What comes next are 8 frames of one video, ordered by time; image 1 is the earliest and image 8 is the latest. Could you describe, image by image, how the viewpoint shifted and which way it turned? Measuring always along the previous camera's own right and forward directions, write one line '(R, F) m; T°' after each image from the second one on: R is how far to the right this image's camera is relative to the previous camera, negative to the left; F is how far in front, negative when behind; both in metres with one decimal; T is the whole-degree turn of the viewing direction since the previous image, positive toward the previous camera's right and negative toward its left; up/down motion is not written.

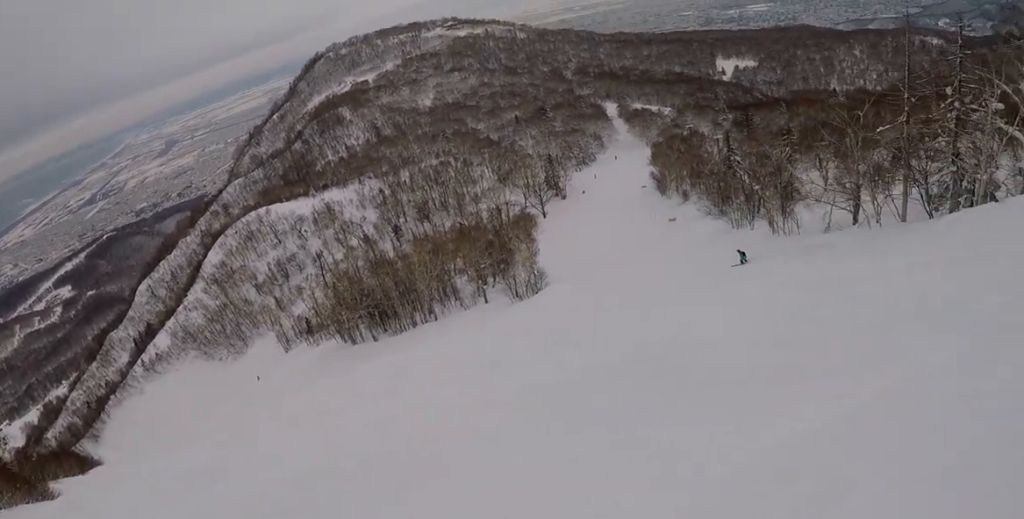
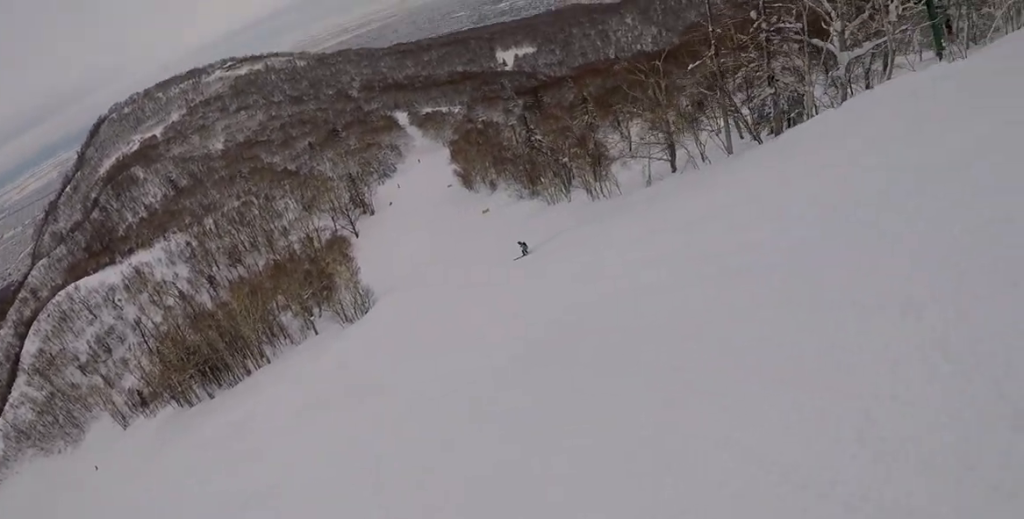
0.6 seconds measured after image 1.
(+0.5, +2.4) m; +24°
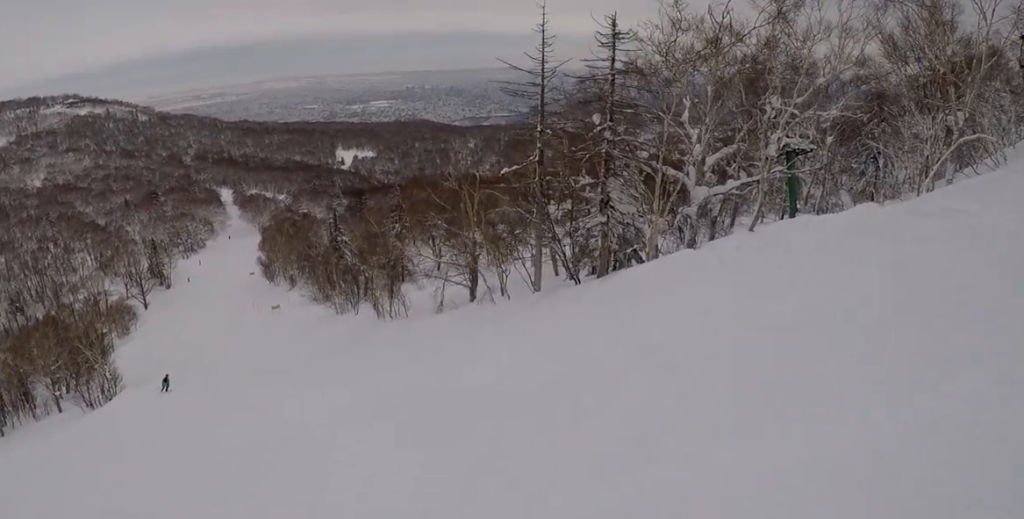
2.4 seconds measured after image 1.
(+3.7, +8.1) m; +30°
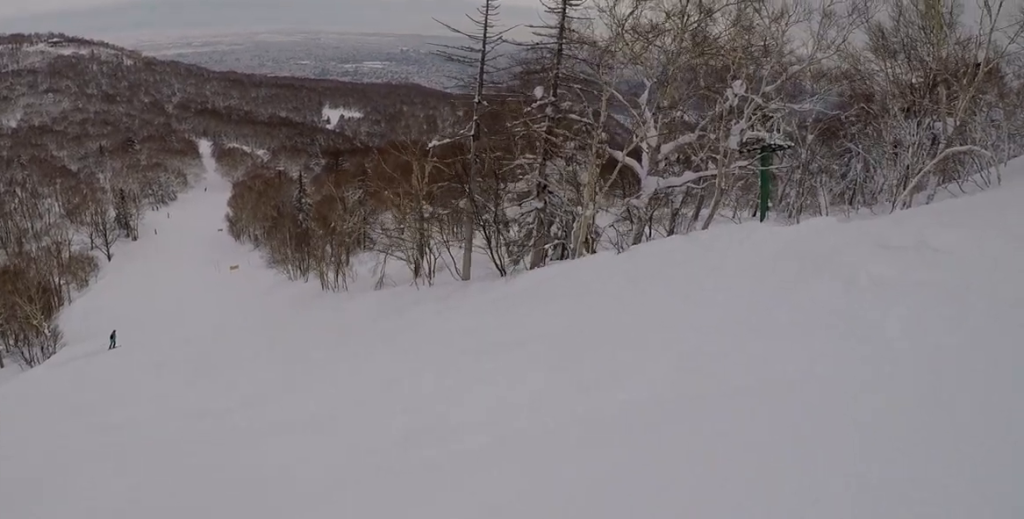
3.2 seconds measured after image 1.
(+0.6, +3.5) m; -11°
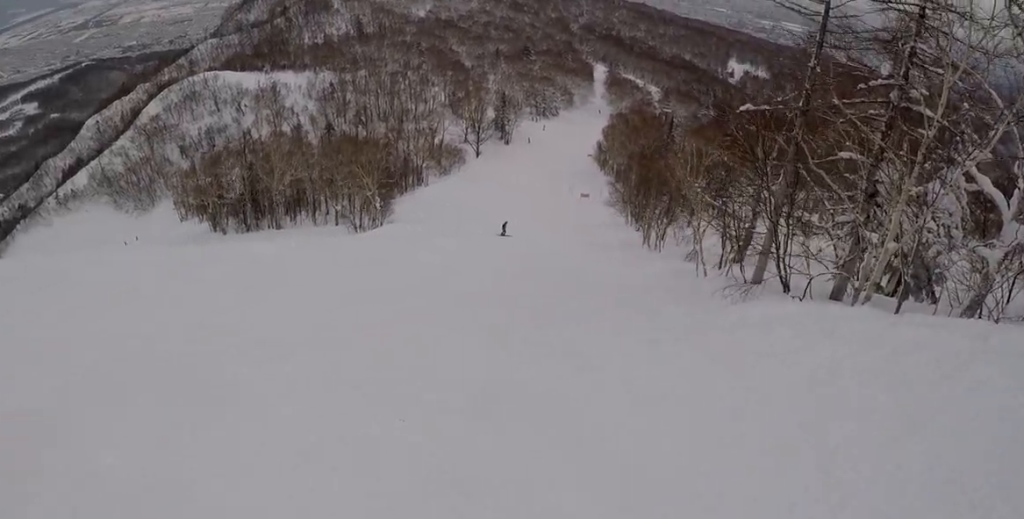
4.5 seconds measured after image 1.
(-2.5, +4.5) m; -61°
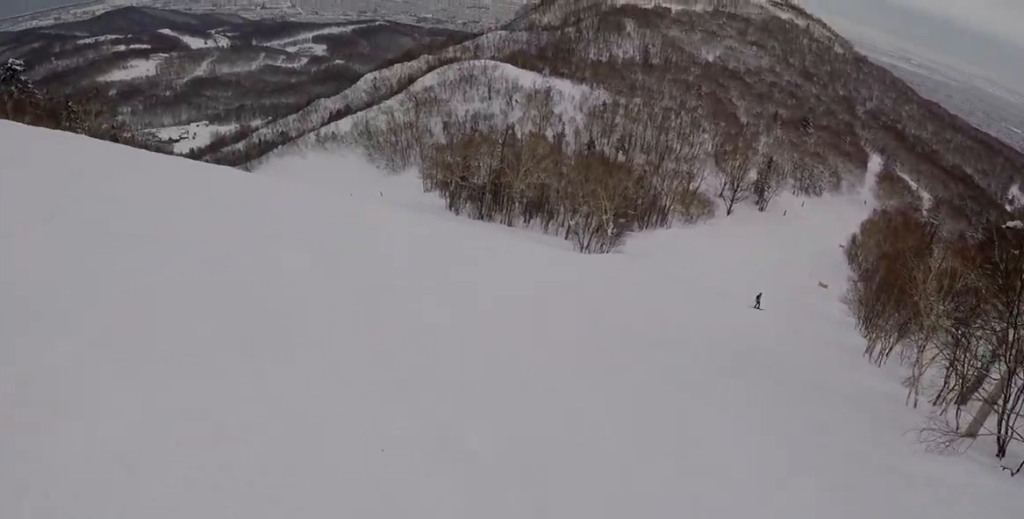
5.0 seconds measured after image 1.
(-0.5, +1.7) m; -21°
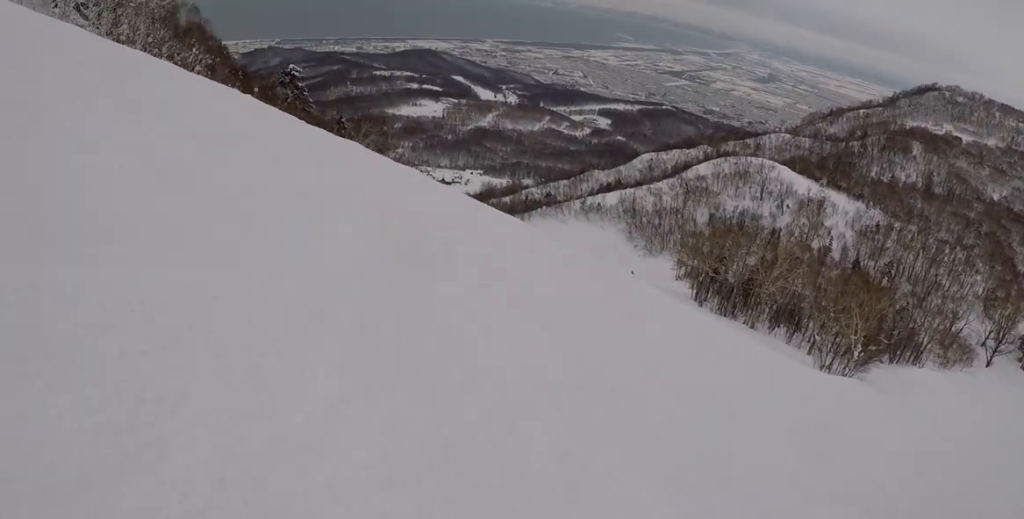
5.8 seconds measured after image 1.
(-1.1, +3.0) m; -26°
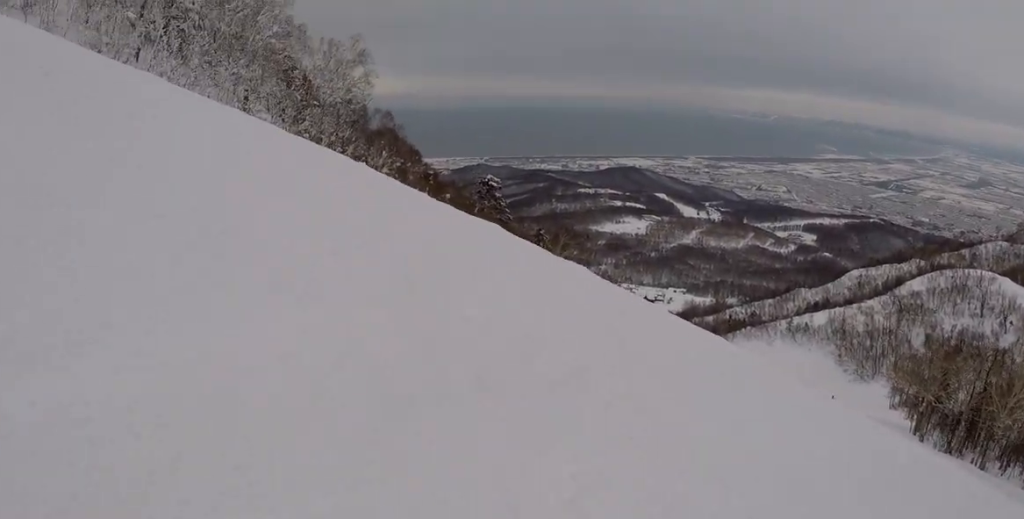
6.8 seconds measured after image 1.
(-0.7, +3.8) m; -5°
